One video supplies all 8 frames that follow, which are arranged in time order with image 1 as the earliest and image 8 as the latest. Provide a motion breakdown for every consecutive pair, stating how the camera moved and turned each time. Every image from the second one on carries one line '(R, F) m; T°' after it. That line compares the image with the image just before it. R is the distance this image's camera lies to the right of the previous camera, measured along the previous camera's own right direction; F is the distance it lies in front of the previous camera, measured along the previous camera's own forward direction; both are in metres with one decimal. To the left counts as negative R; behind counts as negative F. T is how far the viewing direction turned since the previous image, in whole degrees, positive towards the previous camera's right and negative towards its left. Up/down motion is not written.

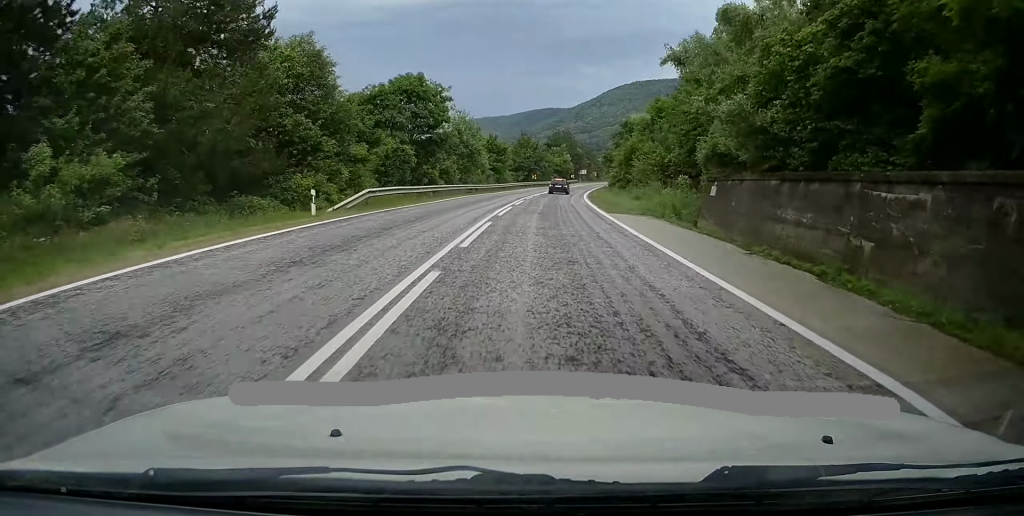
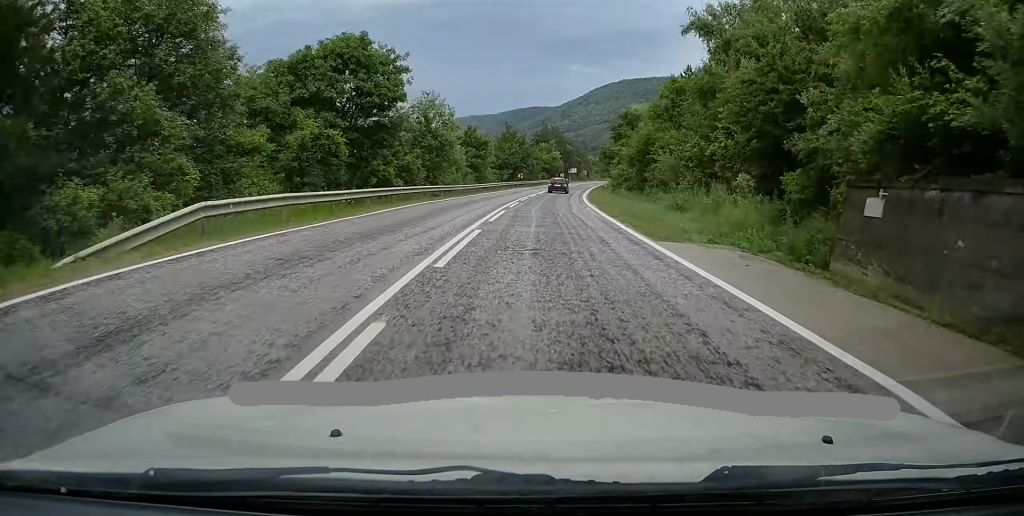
(+0.2, +11.7) m; +1°
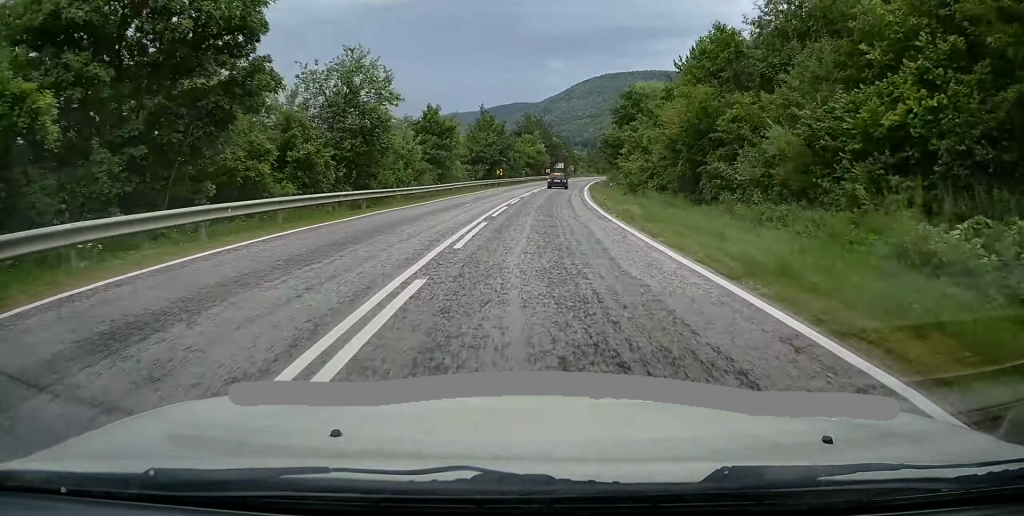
(+0.2, +15.8) m; +2°
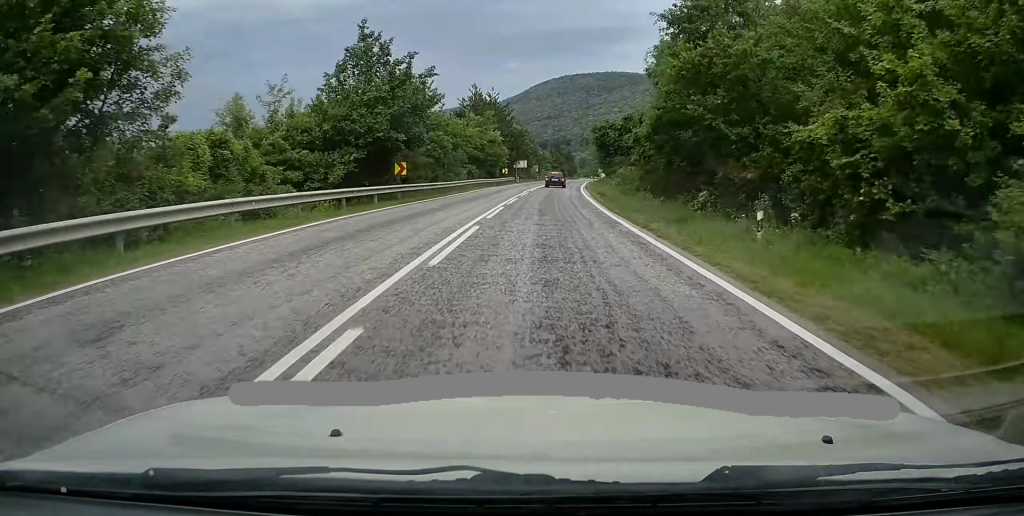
(+1.1, +38.1) m; +3°
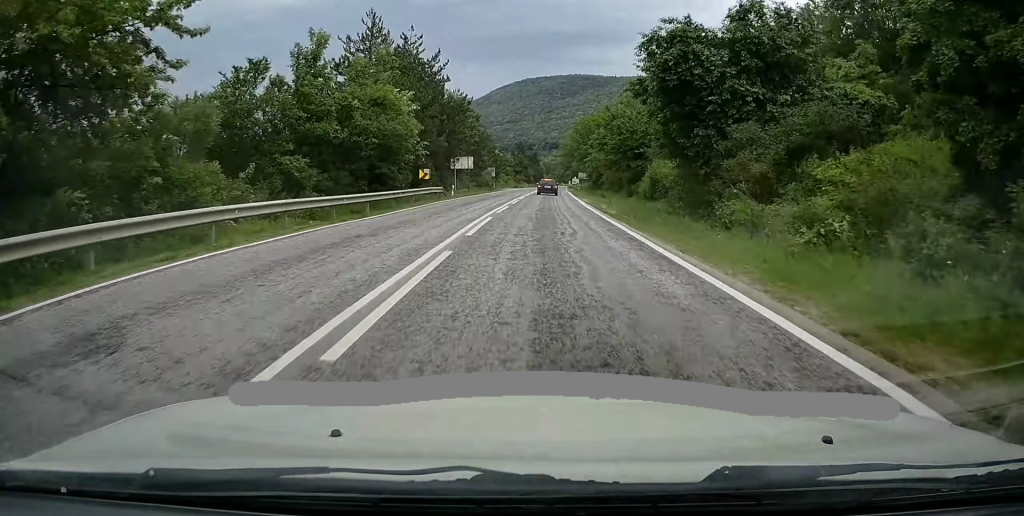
(+1.6, +40.4) m; +4°
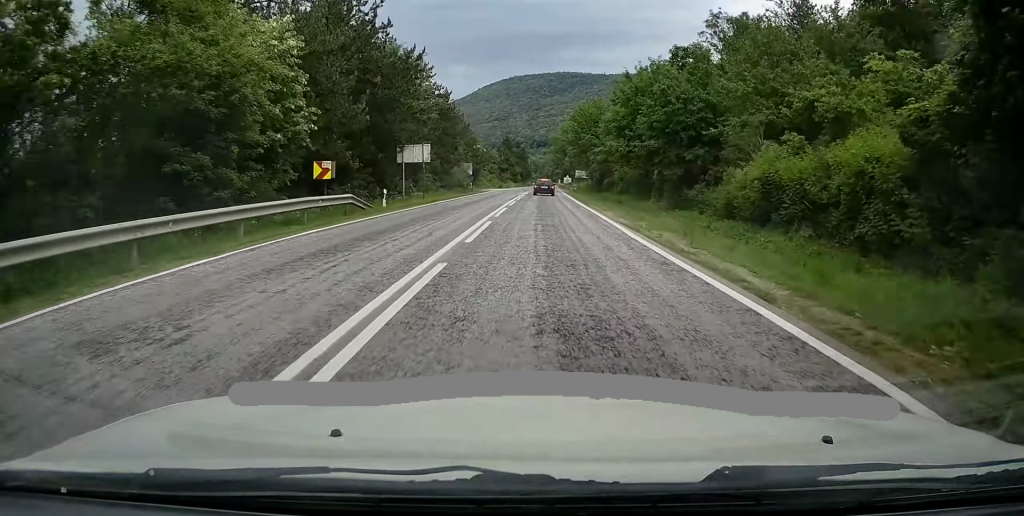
(+0.2, +18.9) m; +1°
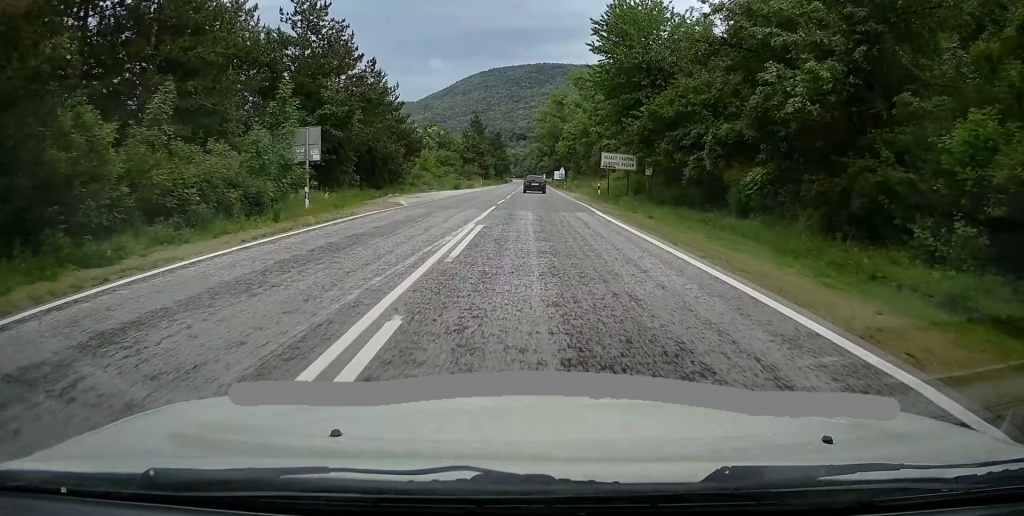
(+0.7, +48.6) m; +1°
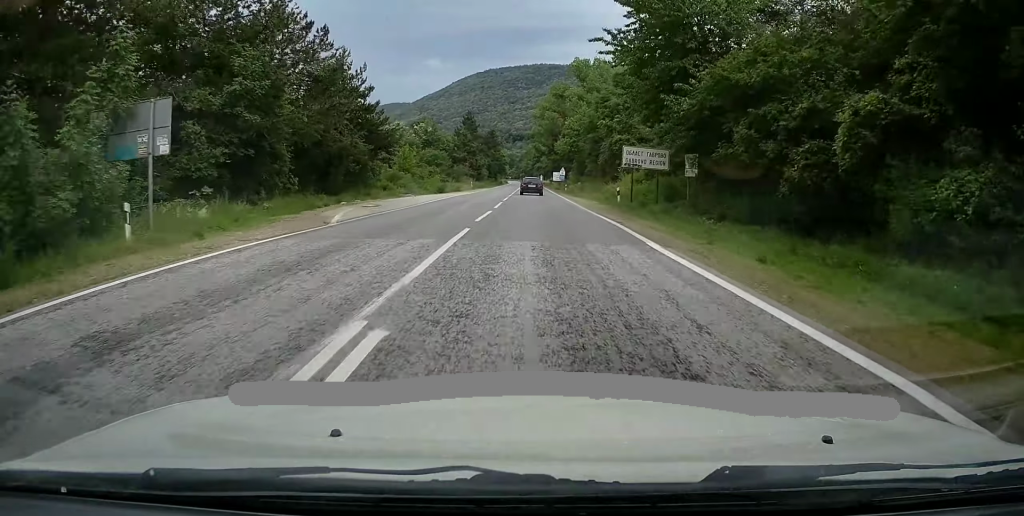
(0.0, +10.4) m; 0°
